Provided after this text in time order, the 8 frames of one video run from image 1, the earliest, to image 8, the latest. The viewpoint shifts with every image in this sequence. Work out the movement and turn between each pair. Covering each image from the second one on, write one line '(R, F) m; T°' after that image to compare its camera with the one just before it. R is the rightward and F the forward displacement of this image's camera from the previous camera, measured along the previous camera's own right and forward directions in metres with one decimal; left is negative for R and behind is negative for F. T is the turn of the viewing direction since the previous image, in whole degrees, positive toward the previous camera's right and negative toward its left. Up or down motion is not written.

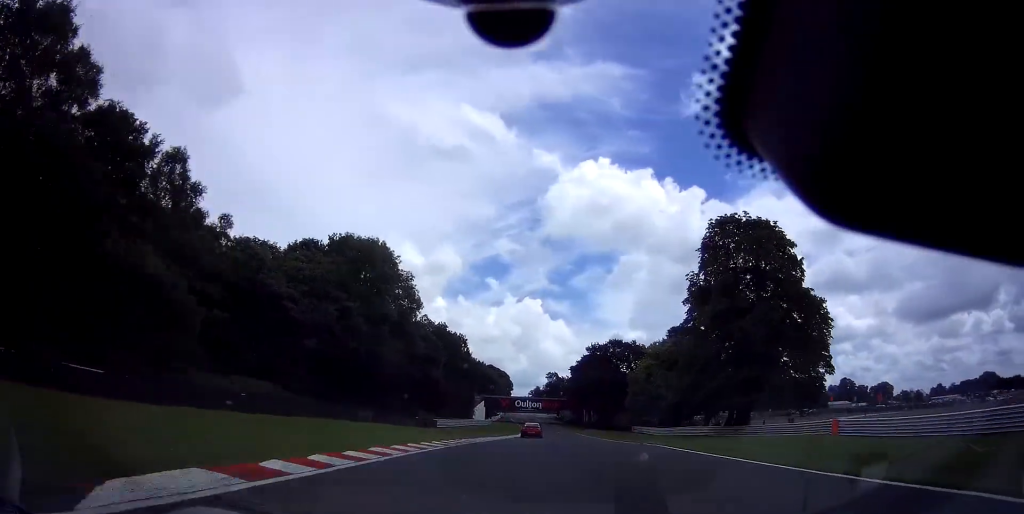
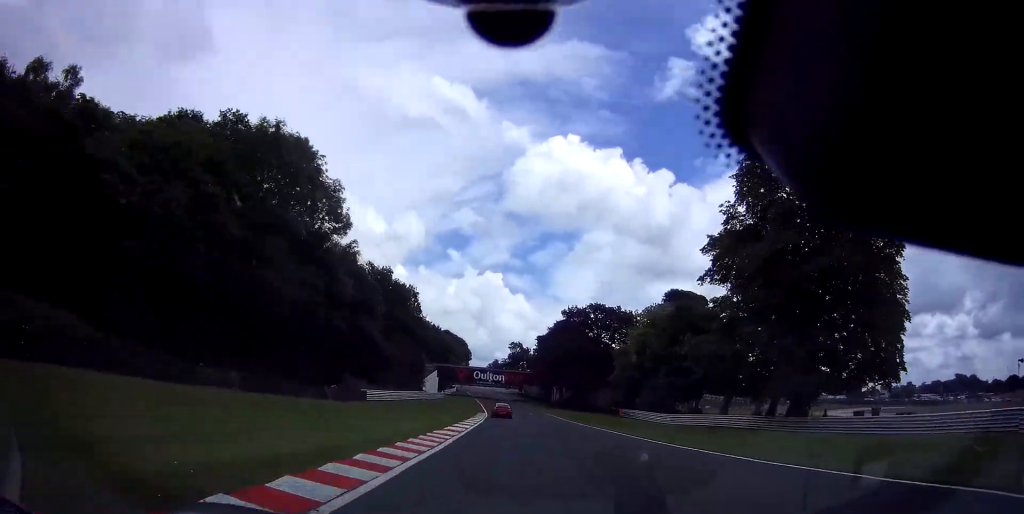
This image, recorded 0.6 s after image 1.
(+0.7, +18.8) m; +4°
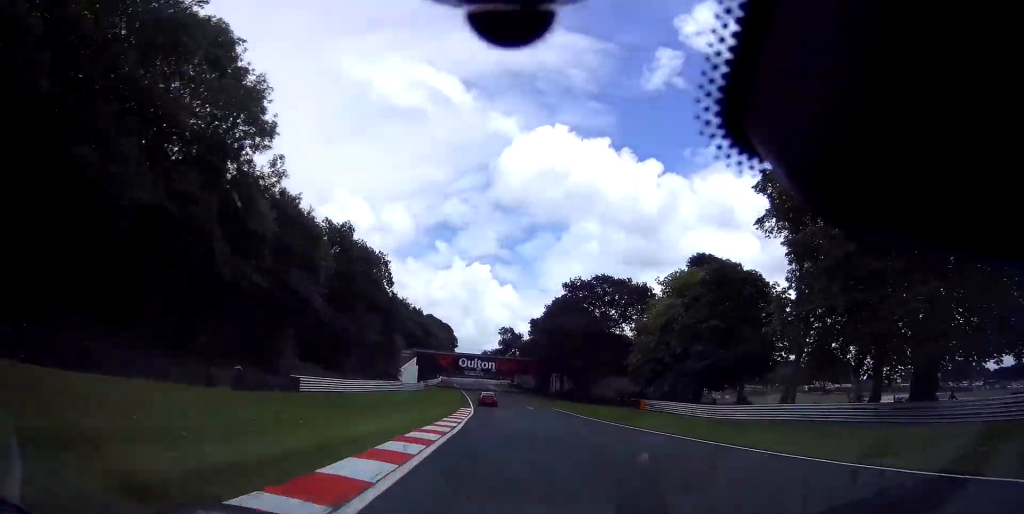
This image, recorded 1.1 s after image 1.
(+0.6, +15.3) m; +1°
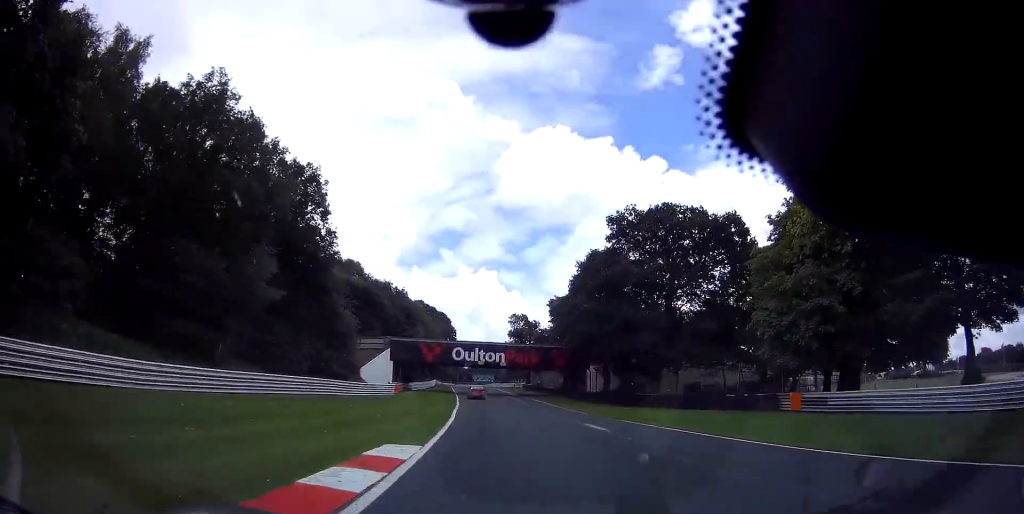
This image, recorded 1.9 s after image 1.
(+0.4, +29.3) m; 0°
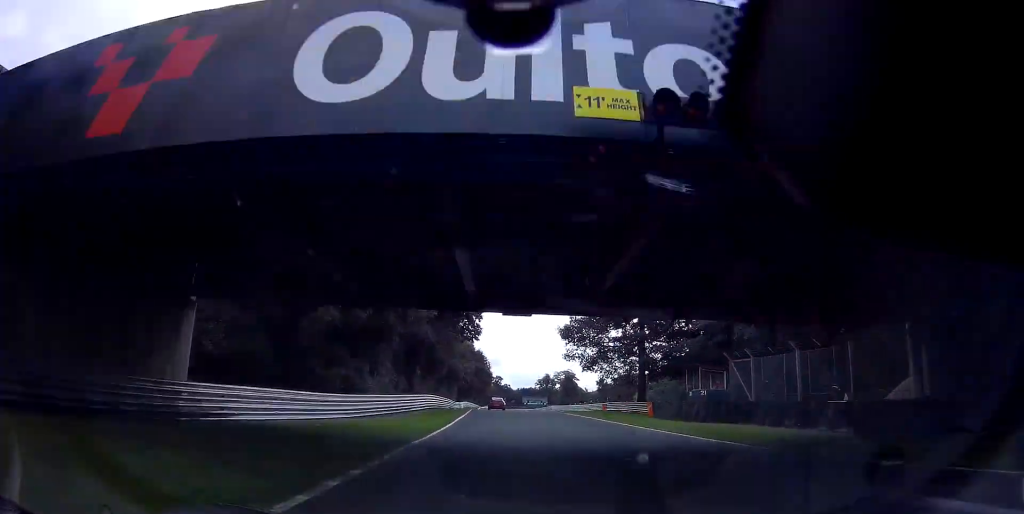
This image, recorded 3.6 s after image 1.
(-1.4, +58.6) m; -3°
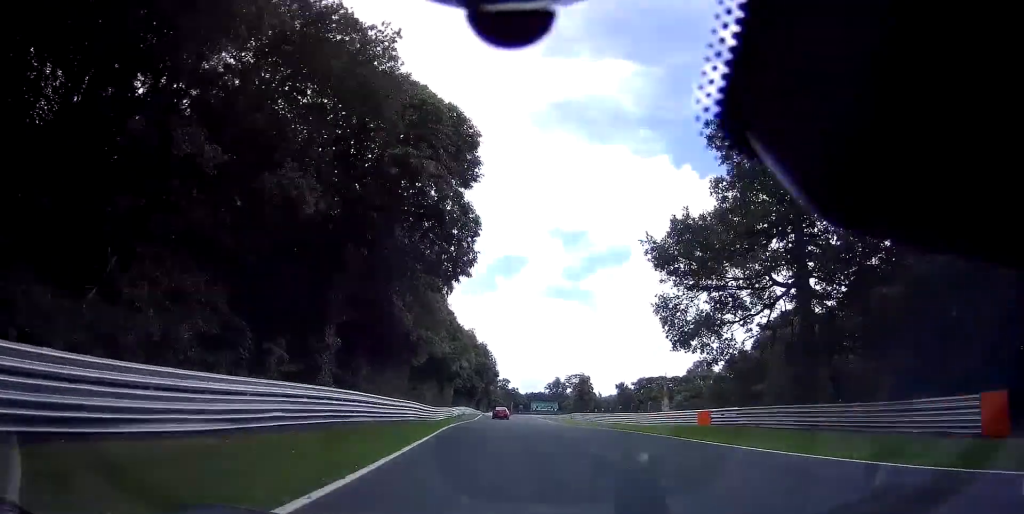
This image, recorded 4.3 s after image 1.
(-0.1, +27.6) m; -1°
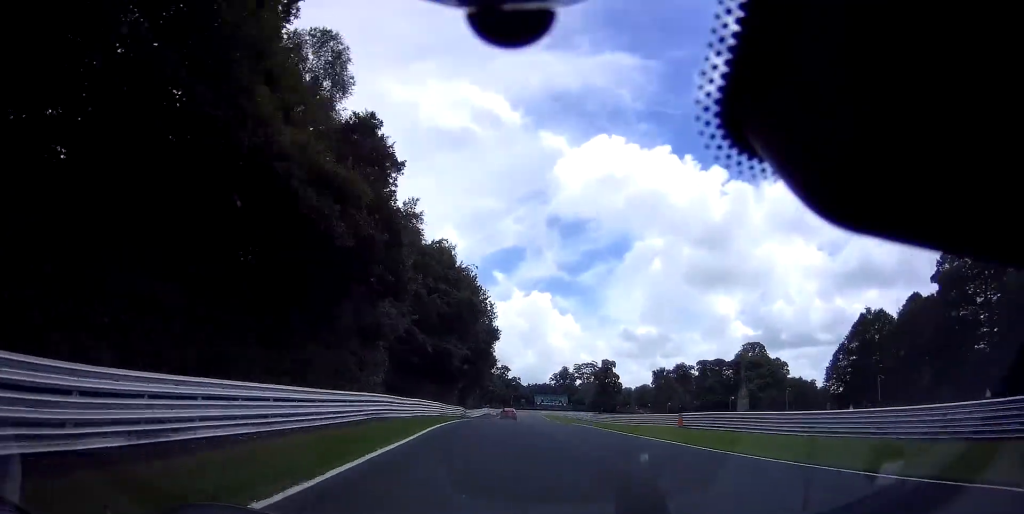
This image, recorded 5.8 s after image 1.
(-1.0, +57.3) m; -1°
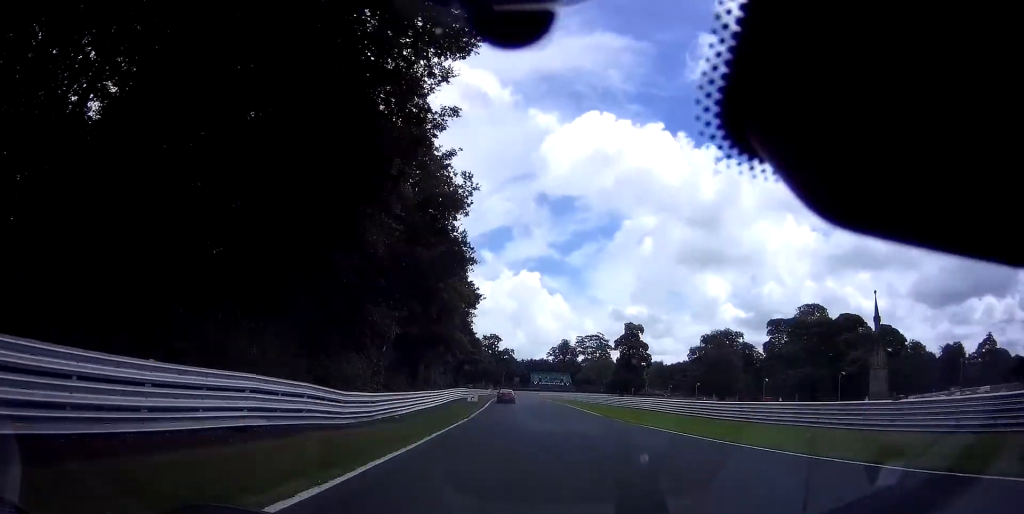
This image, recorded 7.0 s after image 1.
(+0.5, +48.8) m; +1°
